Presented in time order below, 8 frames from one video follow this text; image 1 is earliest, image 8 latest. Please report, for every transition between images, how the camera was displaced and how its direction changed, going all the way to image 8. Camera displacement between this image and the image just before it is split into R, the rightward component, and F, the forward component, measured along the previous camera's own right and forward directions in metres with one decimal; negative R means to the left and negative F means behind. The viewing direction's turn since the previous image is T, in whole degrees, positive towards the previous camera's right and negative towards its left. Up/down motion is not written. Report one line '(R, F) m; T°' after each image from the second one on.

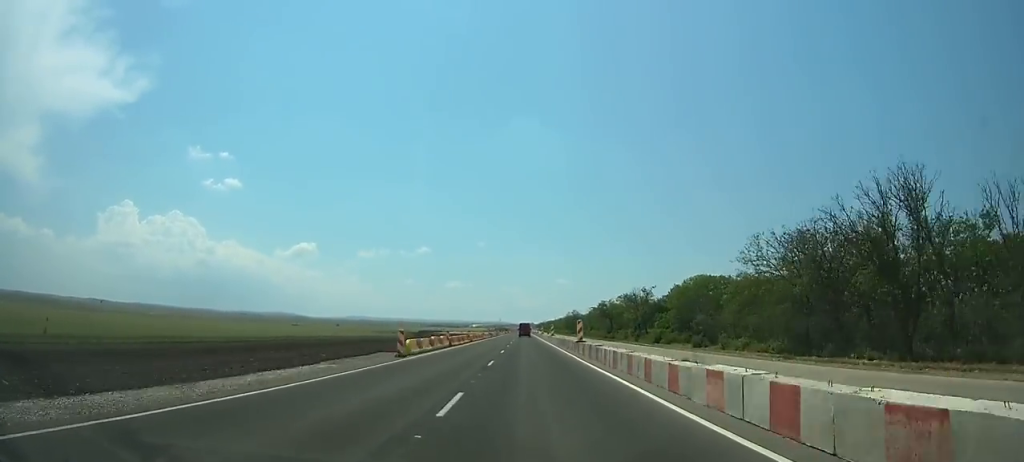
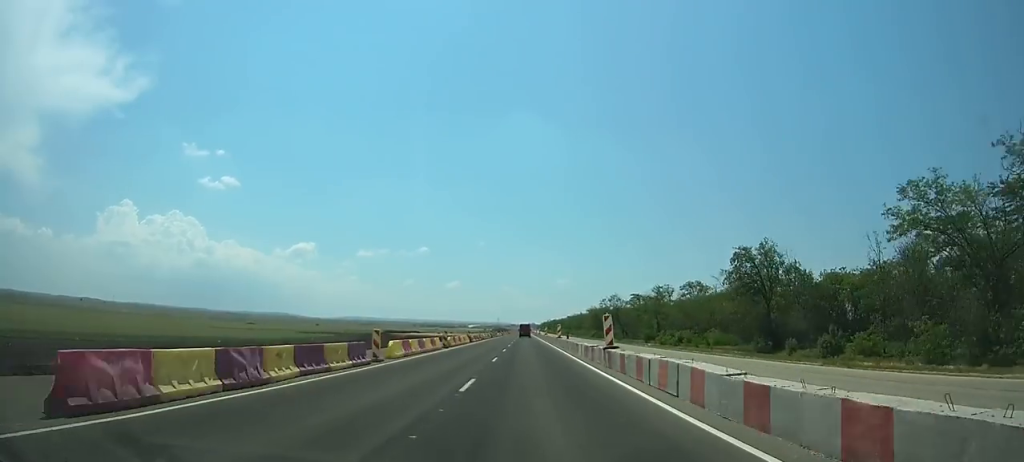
(0.0, +107.5) m; 0°
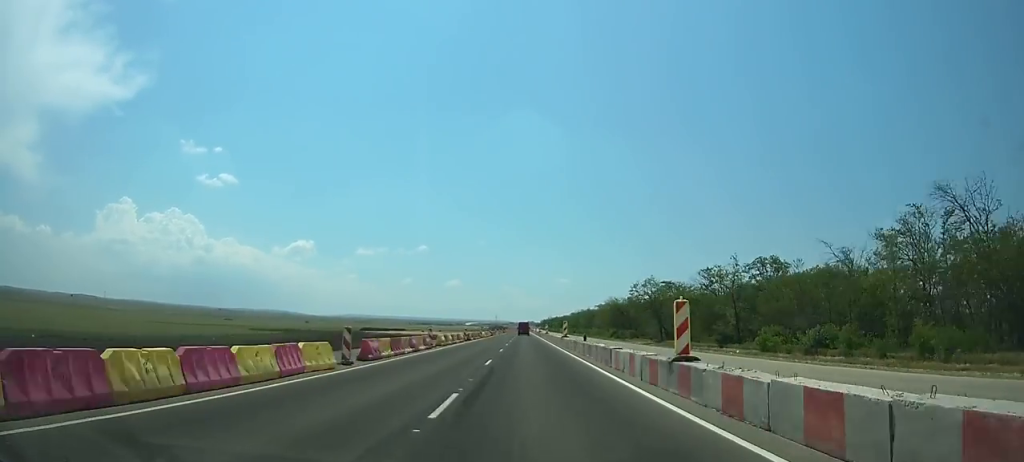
(0.0, +42.0) m; 0°
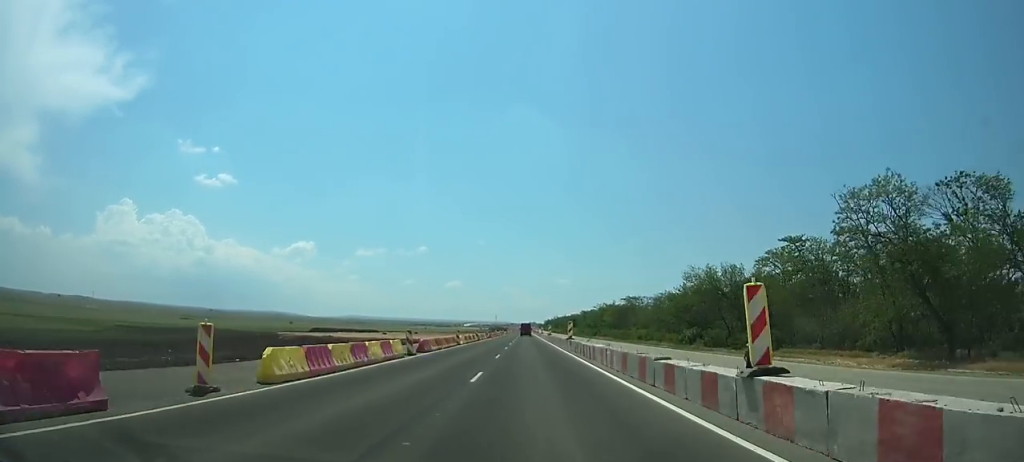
(0.0, +67.7) m; 0°
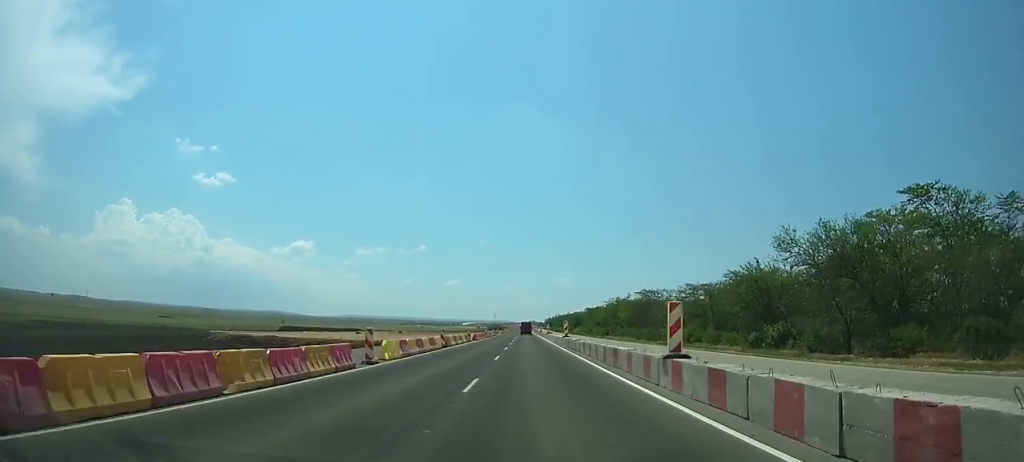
(0.0, +28.0) m; 0°
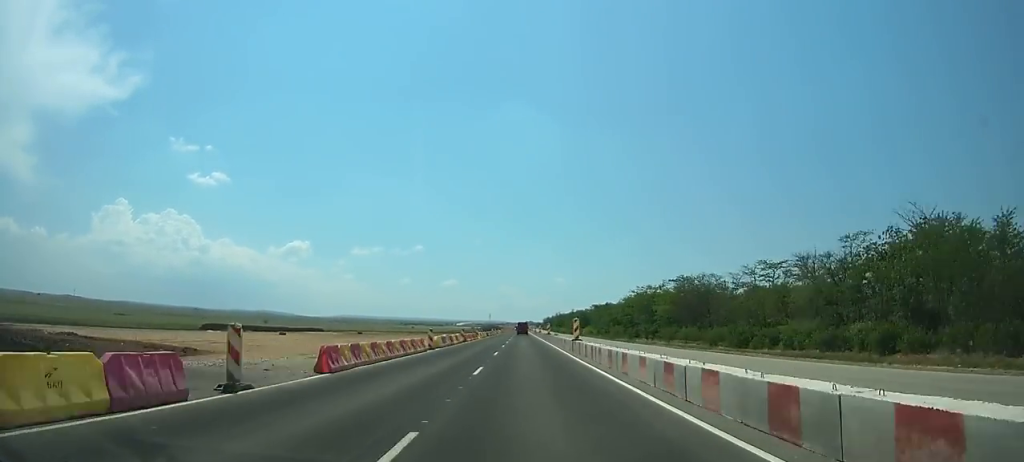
(0.0, +45.1) m; 0°
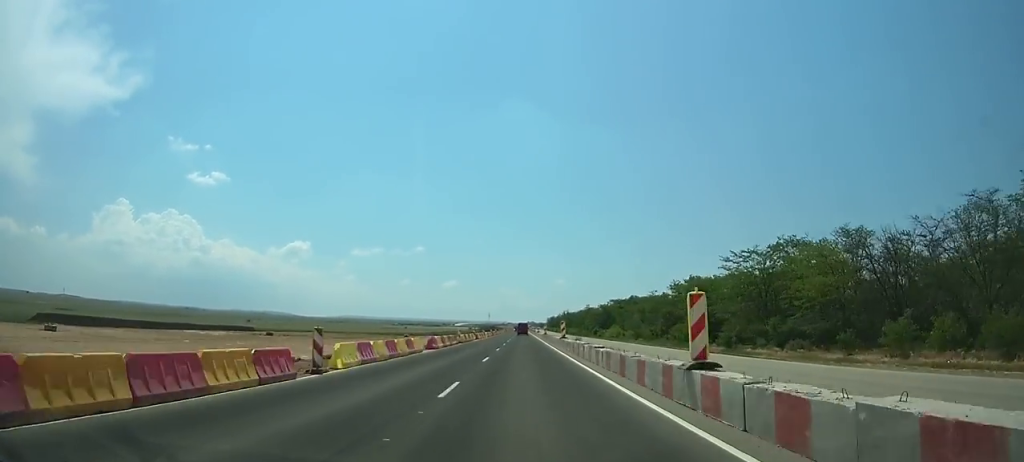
(0.0, +54.9) m; 0°
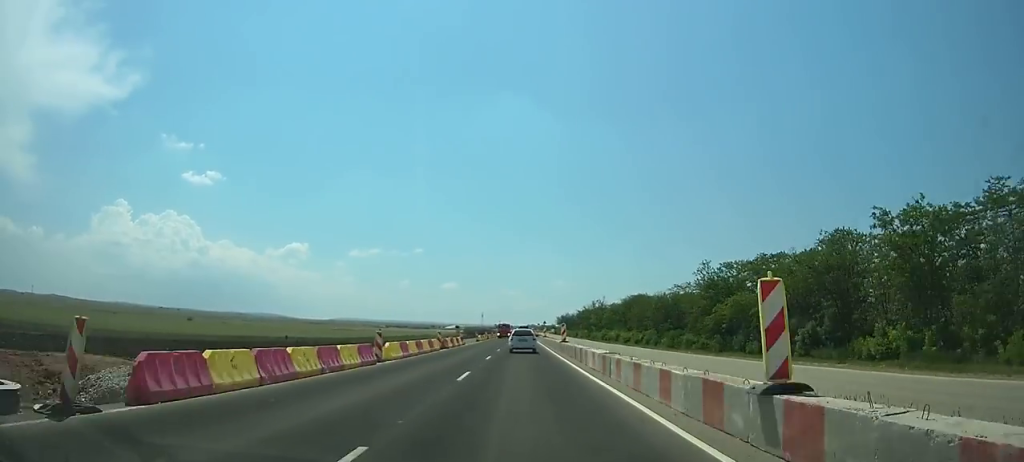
(0.0, +127.4) m; 0°
